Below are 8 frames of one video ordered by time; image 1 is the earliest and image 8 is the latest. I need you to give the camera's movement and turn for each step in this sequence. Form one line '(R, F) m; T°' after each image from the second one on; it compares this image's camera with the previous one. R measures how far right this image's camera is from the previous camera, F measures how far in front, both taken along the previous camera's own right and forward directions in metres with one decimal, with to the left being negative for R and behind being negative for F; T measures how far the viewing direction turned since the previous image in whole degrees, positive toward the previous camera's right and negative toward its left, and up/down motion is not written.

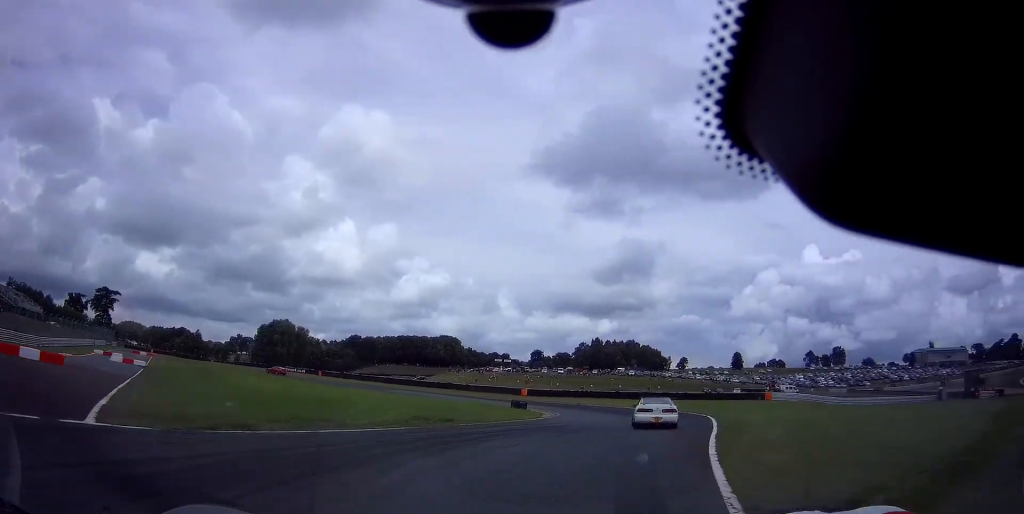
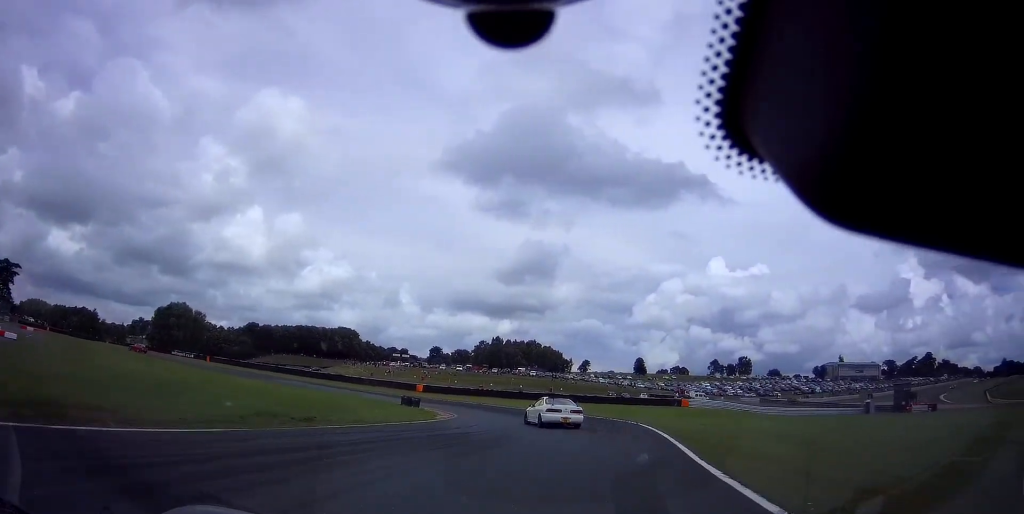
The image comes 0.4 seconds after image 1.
(+1.0, +5.9) m; +5°
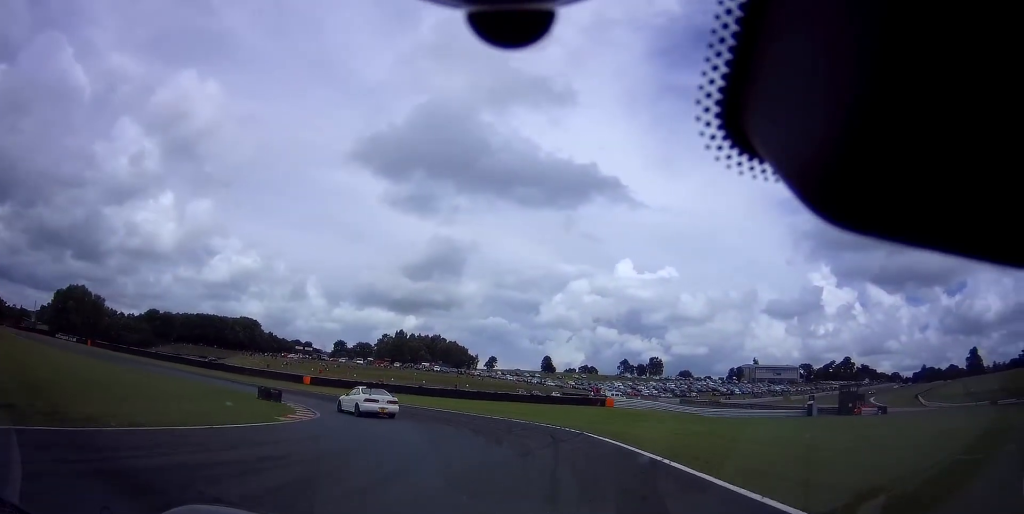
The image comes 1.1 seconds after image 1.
(+0.8, +8.9) m; +4°
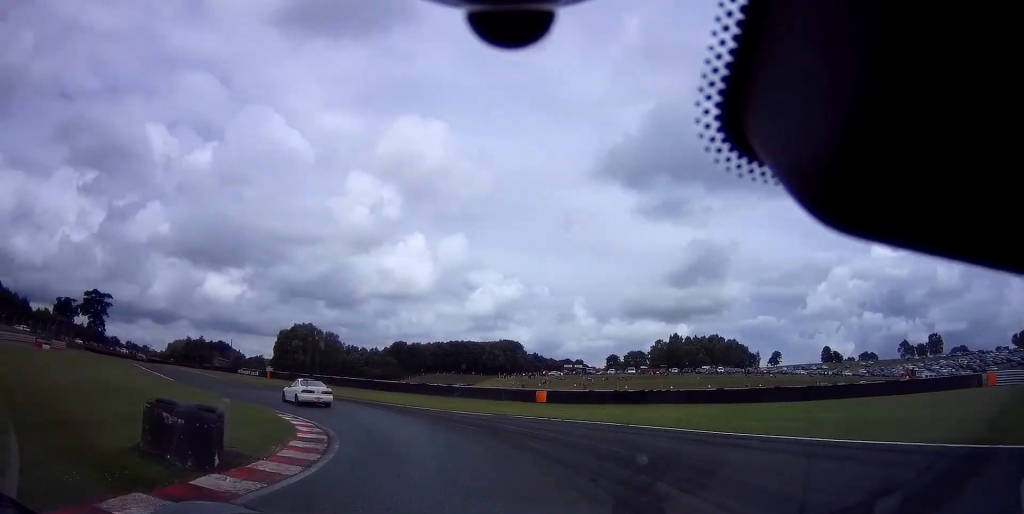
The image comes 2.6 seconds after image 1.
(-2.8, +22.7) m; -23°
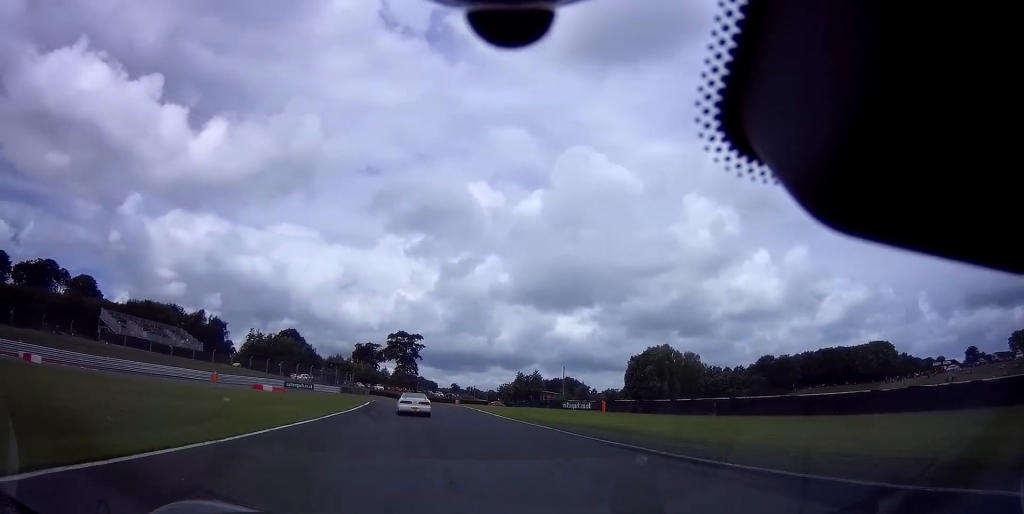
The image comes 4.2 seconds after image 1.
(-9.2, +26.7) m; -33°
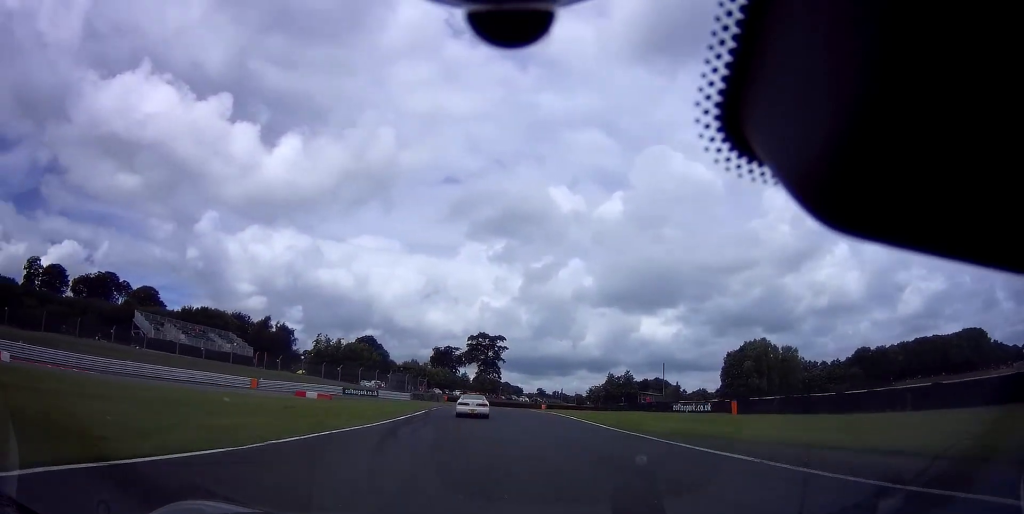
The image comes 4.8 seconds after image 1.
(-0.8, +11.0) m; -7°
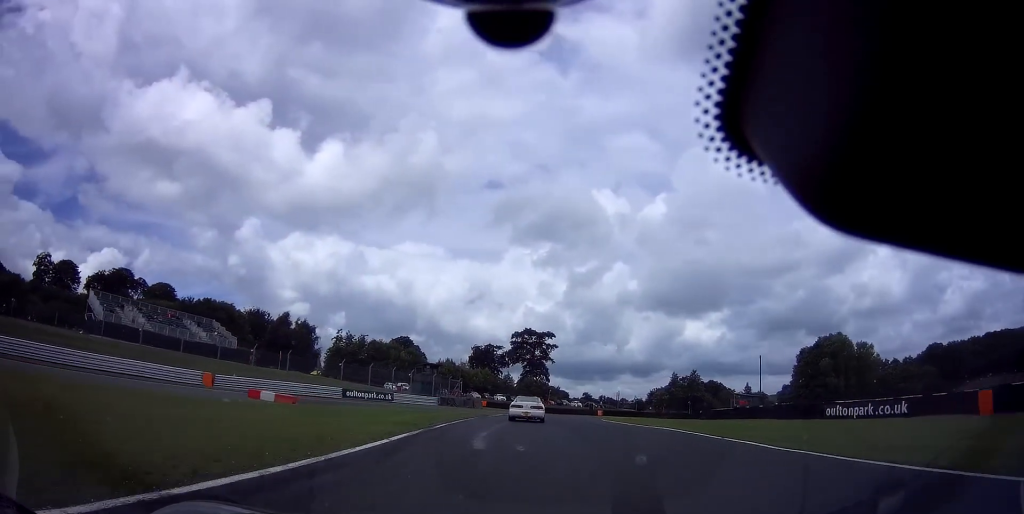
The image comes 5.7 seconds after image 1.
(-1.5, +18.2) m; -5°
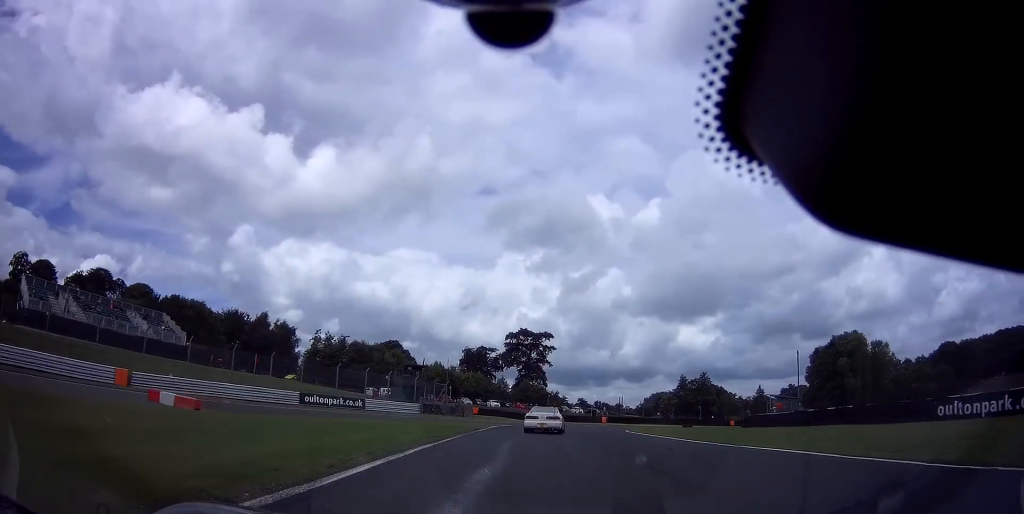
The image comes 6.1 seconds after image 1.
(-0.2, +9.9) m; 0°
